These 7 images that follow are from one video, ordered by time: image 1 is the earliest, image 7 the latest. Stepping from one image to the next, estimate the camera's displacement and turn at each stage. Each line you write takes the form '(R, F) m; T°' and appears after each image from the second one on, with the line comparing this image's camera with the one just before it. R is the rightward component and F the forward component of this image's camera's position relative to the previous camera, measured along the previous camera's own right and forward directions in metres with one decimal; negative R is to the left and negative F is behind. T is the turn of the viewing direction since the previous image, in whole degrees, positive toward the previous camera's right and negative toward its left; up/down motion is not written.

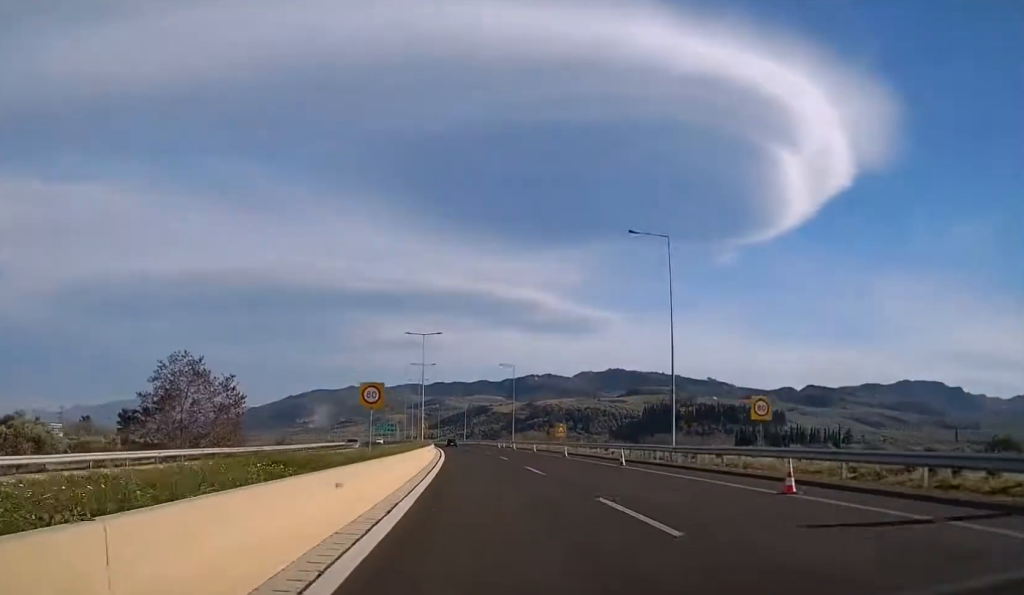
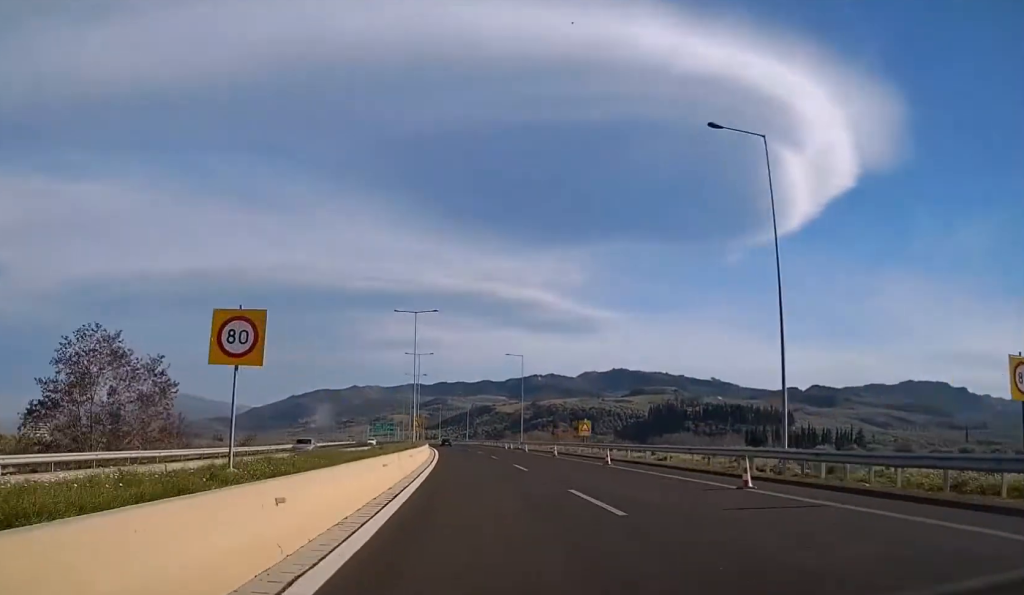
(+0.1, +14.4) m; 0°
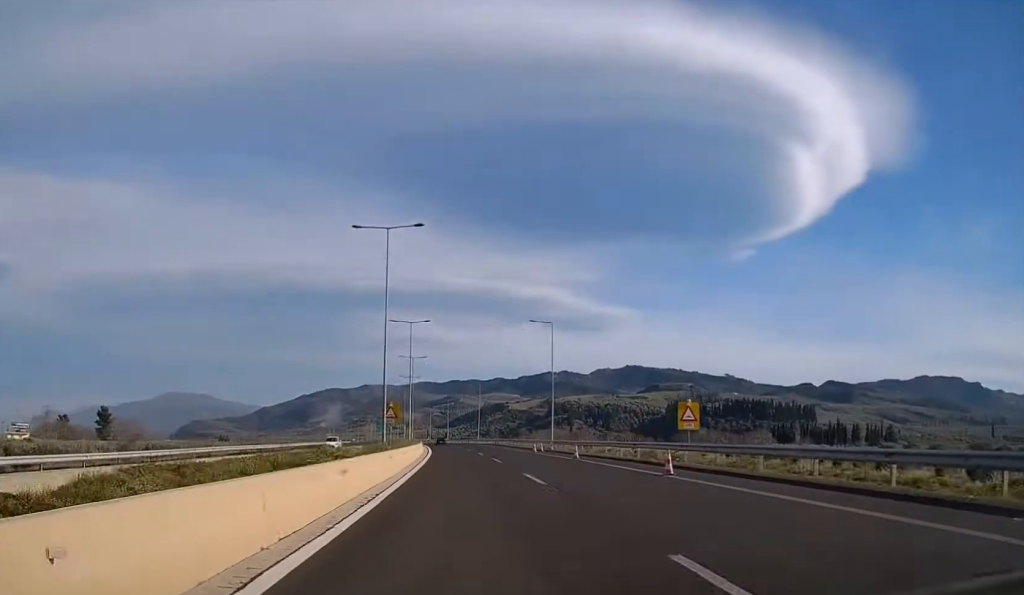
(-0.4, +27.5) m; -1°
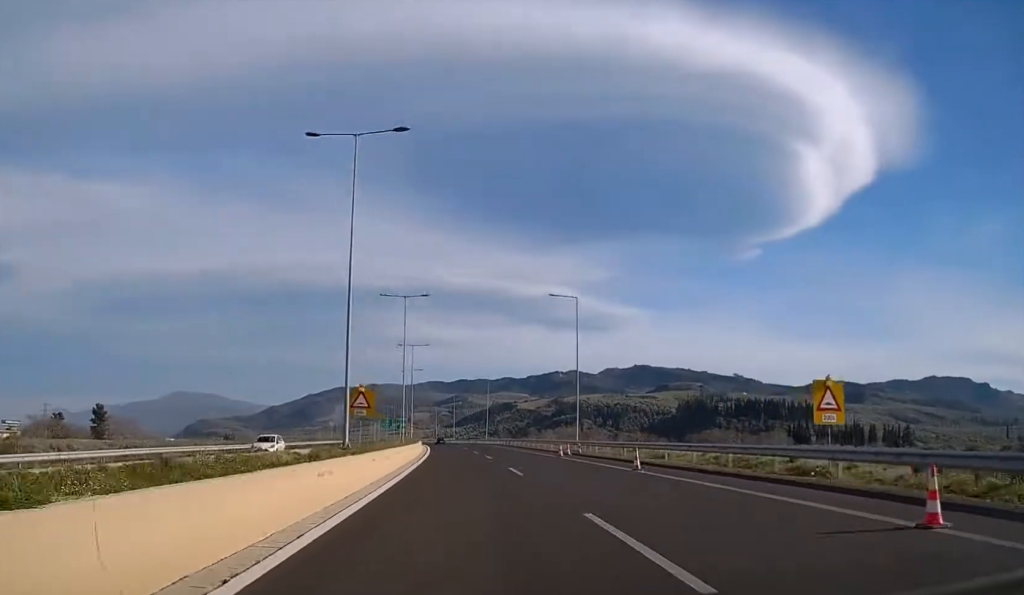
(0.0, +13.1) m; 0°
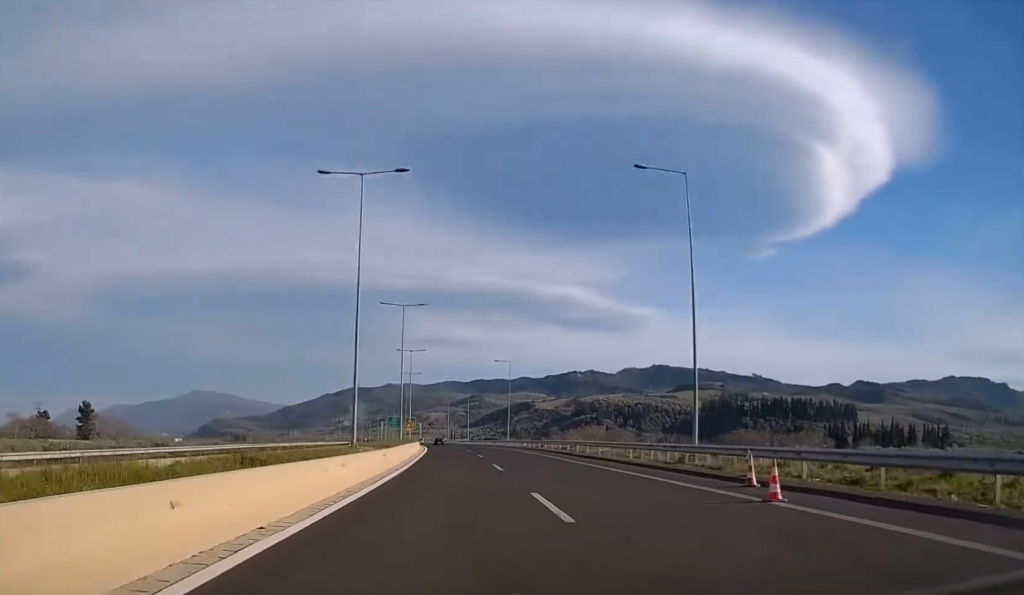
(-0.2, +31.9) m; -1°
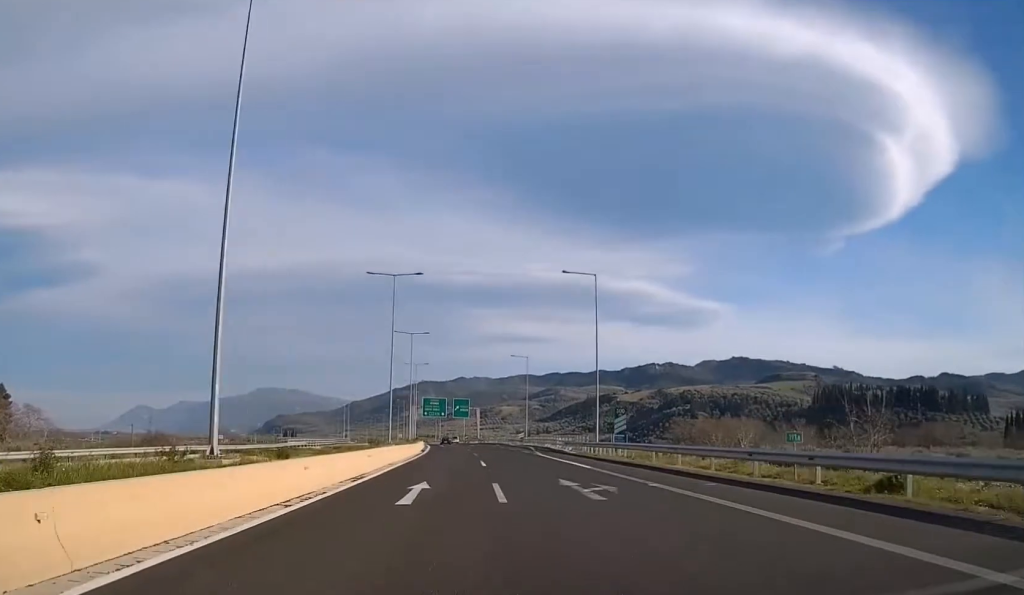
(-5.4, +124.6) m; -5°
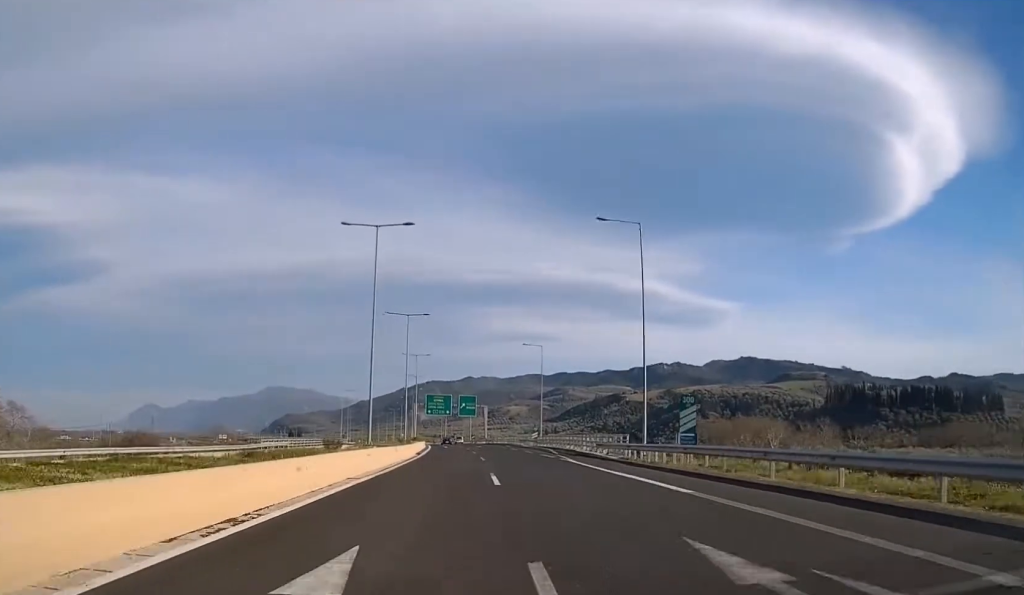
(-0.2, +14.0) m; -1°
